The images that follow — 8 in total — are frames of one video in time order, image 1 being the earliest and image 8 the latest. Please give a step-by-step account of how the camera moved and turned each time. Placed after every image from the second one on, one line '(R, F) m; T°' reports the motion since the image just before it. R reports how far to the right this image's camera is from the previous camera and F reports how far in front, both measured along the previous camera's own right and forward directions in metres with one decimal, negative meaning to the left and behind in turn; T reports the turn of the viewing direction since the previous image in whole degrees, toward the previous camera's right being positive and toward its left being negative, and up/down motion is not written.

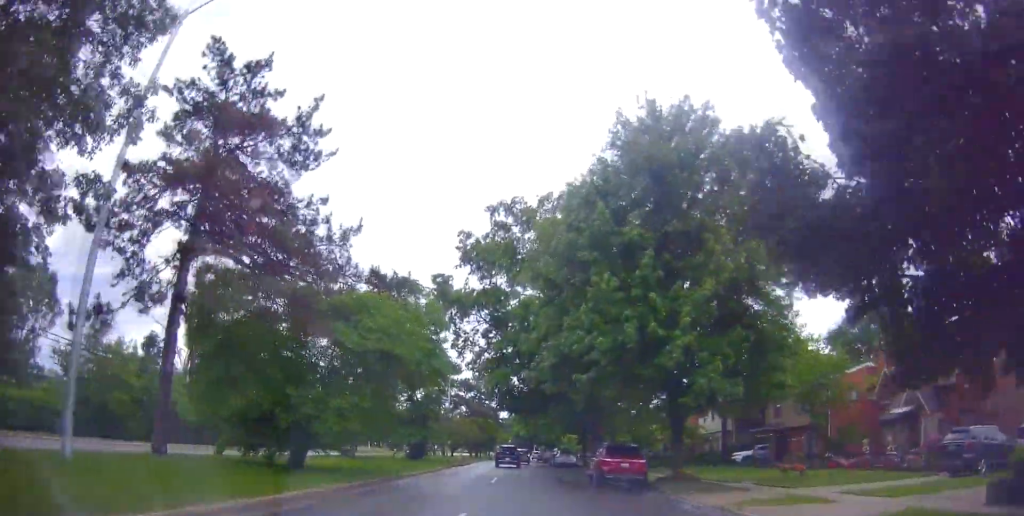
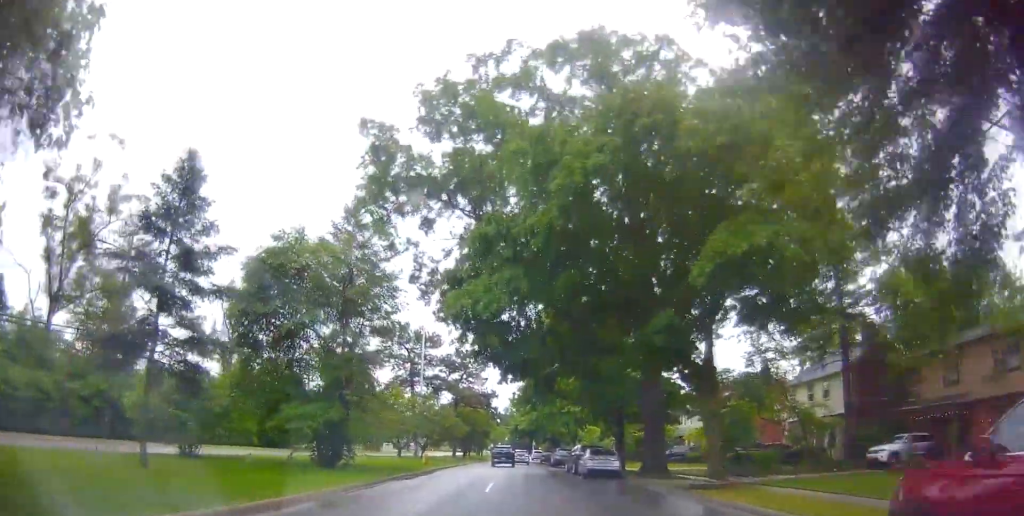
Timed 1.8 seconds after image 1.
(-0.1, +20.8) m; -1°
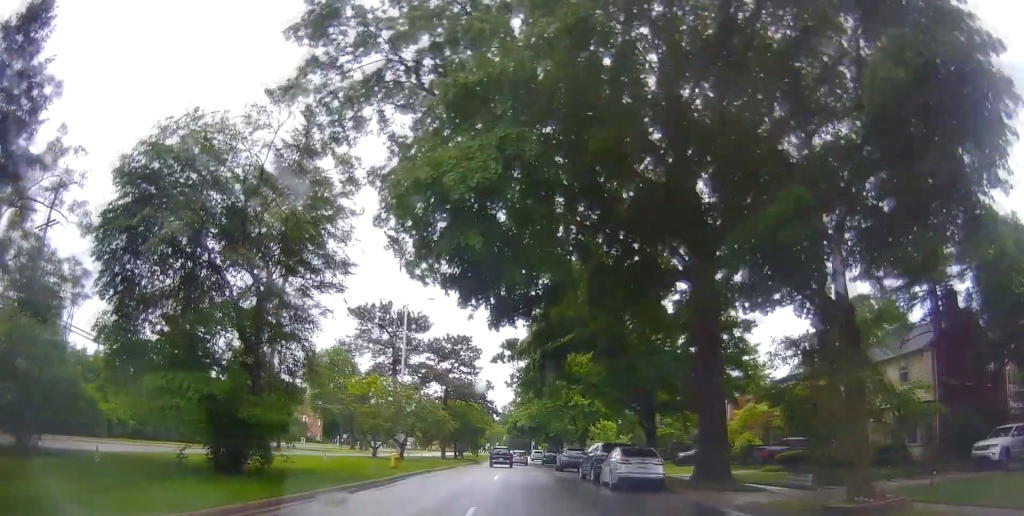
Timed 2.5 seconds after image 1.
(0.0, +8.8) m; +1°
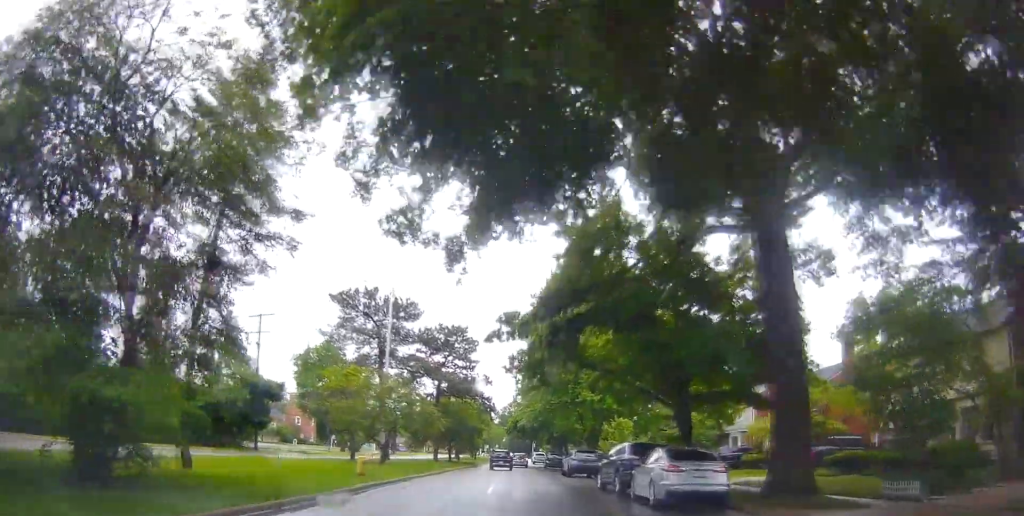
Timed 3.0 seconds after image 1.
(+0.1, +6.0) m; +2°
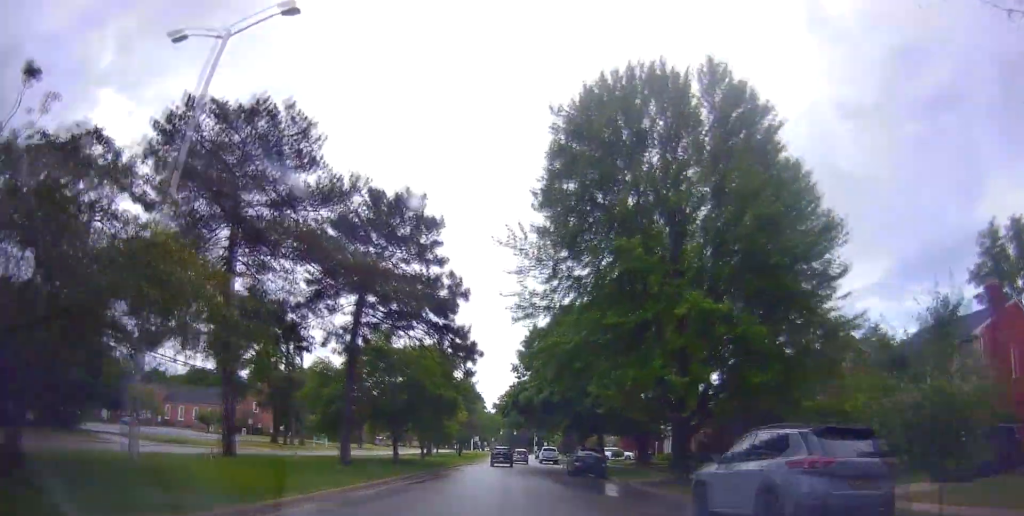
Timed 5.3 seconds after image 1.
(0.0, +26.9) m; -2°
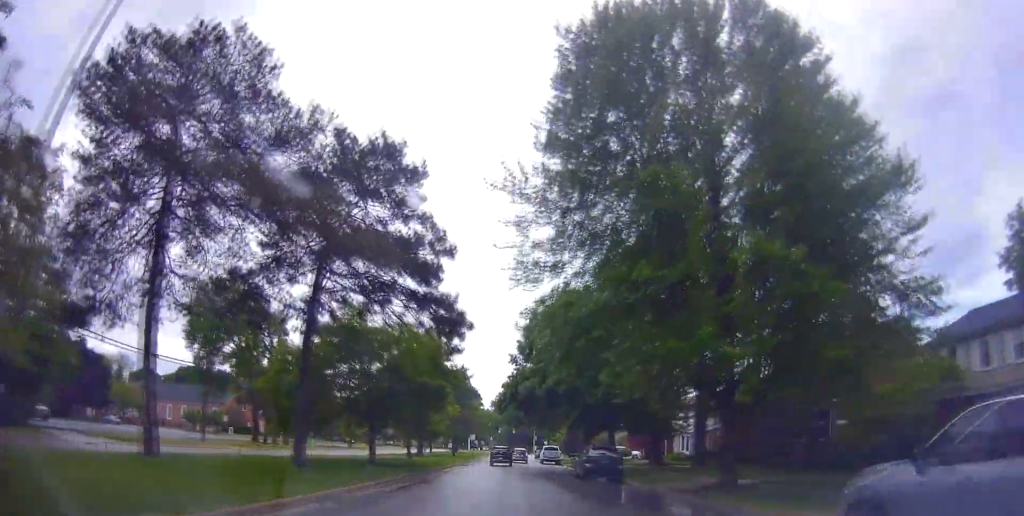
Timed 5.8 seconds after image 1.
(0.0, +4.9) m; +1°
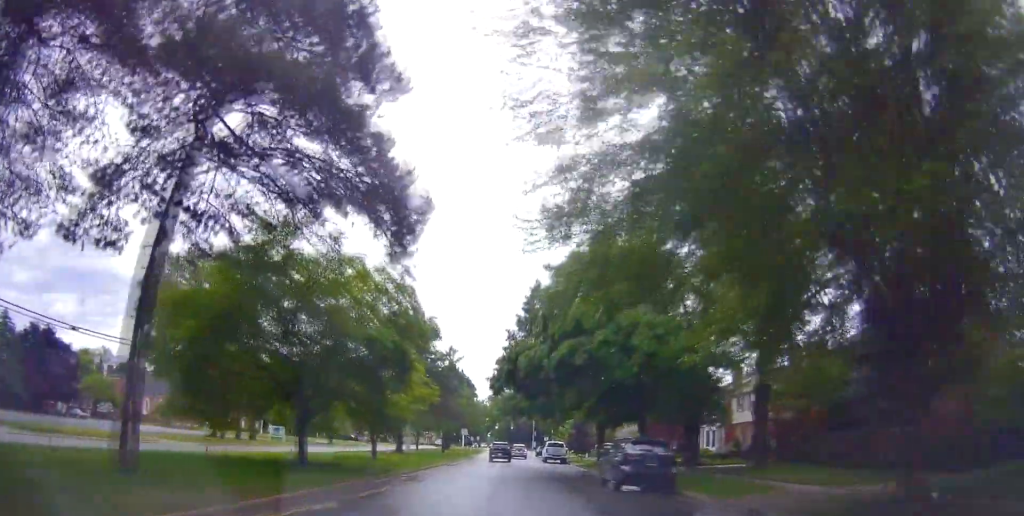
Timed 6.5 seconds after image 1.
(+0.1, +8.7) m; +1°
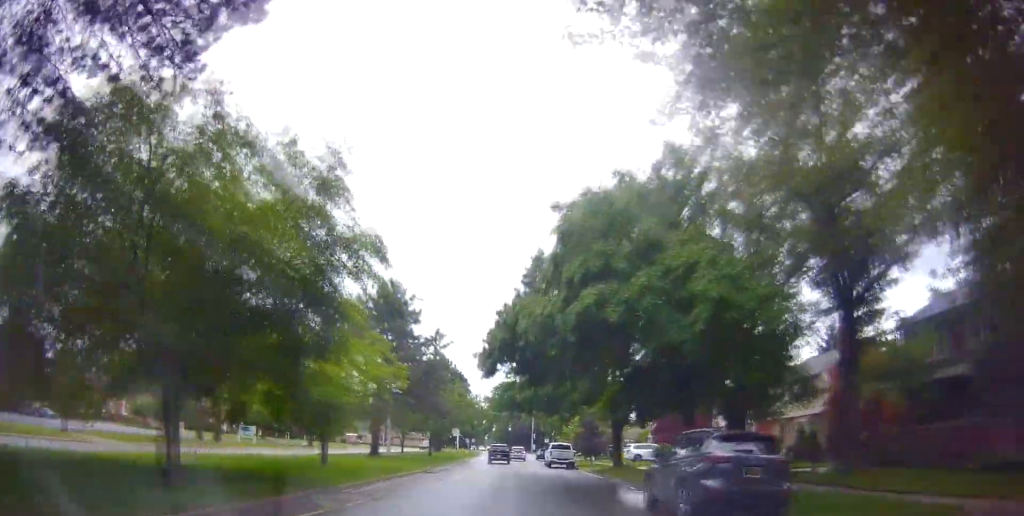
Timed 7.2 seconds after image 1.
(+0.2, +7.3) m; 0°
